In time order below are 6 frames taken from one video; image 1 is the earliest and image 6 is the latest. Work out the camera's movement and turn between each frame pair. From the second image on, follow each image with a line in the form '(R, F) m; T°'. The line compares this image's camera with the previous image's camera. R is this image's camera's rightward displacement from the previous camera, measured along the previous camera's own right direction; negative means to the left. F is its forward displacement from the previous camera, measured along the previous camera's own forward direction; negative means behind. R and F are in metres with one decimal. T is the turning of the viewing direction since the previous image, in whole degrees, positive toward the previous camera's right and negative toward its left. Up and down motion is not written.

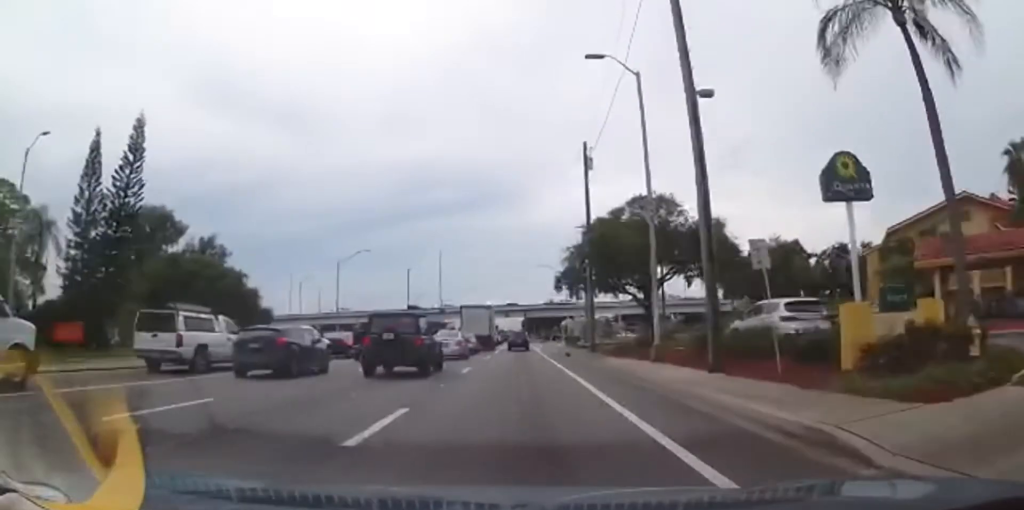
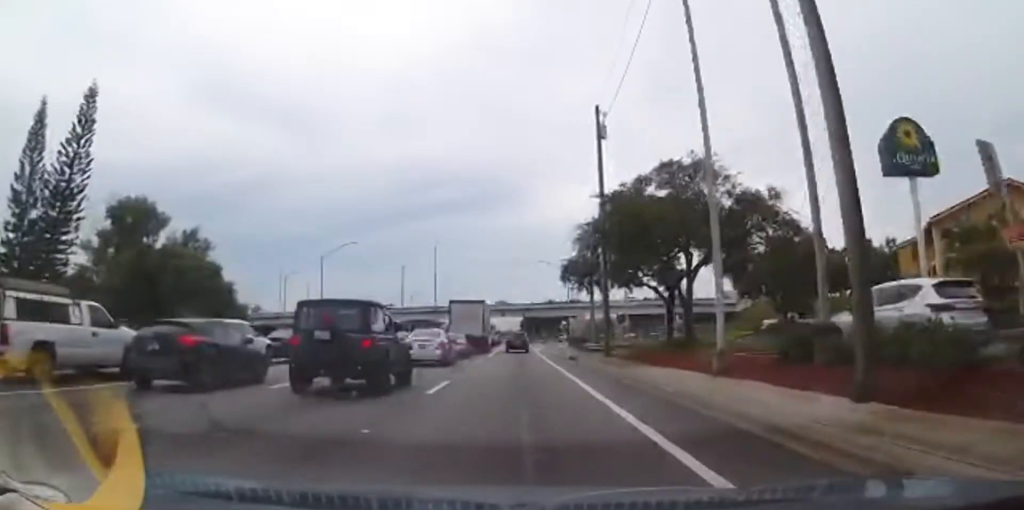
(0.0, +7.1) m; 0°
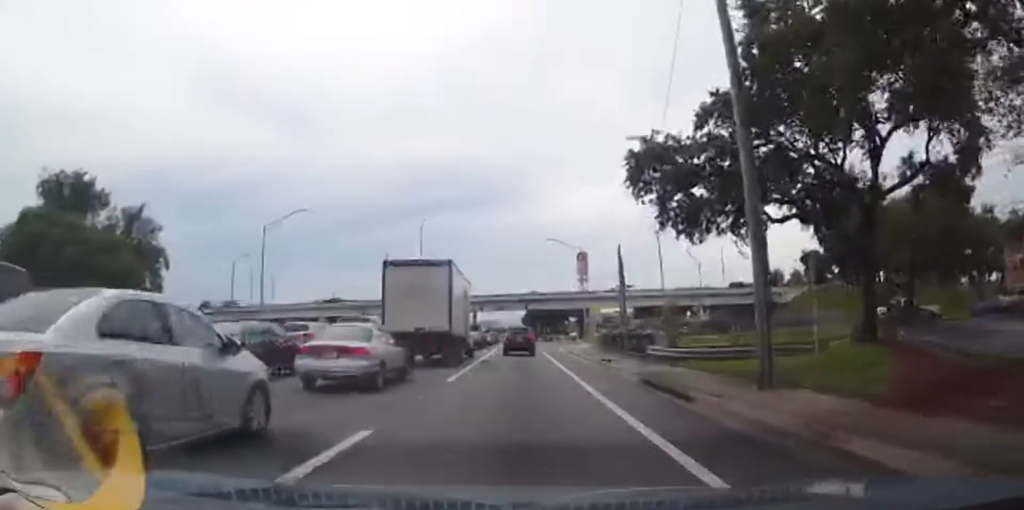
(0.0, +20.7) m; -1°
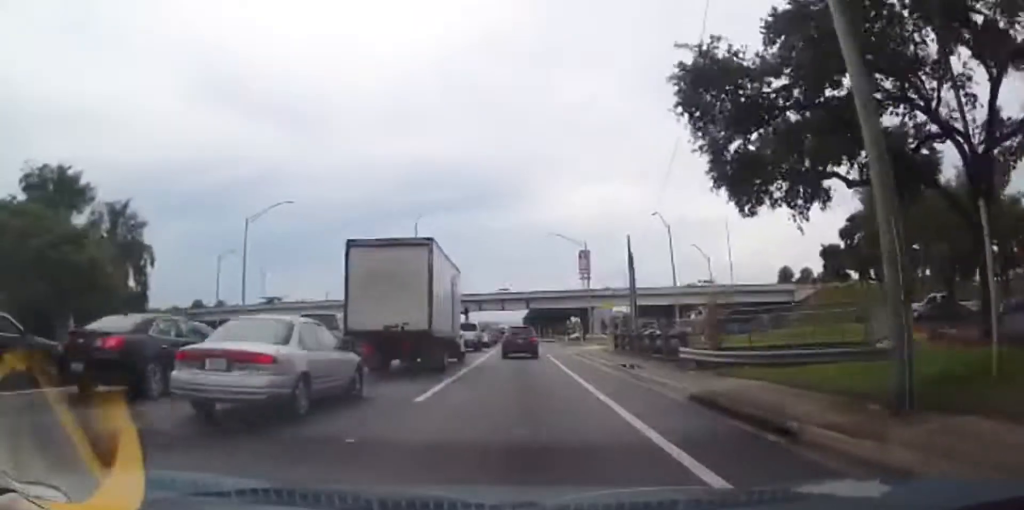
(-0.1, +4.4) m; -1°
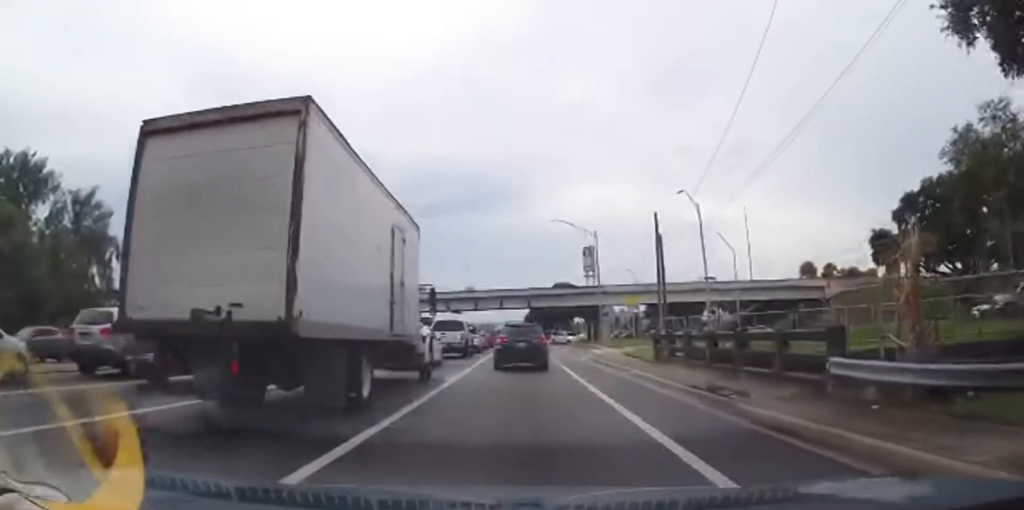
(0.0, +9.5) m; +2°
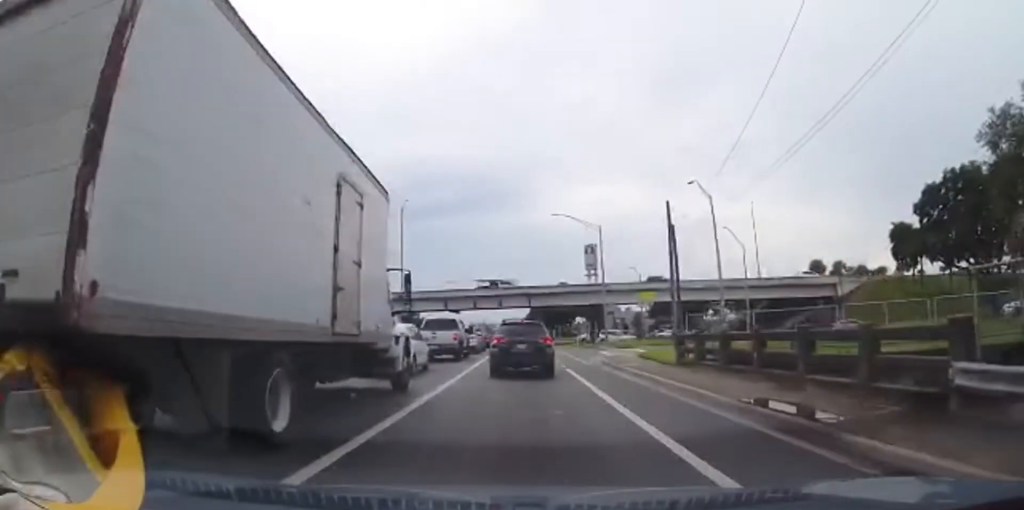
(+0.1, +3.2) m; +1°
